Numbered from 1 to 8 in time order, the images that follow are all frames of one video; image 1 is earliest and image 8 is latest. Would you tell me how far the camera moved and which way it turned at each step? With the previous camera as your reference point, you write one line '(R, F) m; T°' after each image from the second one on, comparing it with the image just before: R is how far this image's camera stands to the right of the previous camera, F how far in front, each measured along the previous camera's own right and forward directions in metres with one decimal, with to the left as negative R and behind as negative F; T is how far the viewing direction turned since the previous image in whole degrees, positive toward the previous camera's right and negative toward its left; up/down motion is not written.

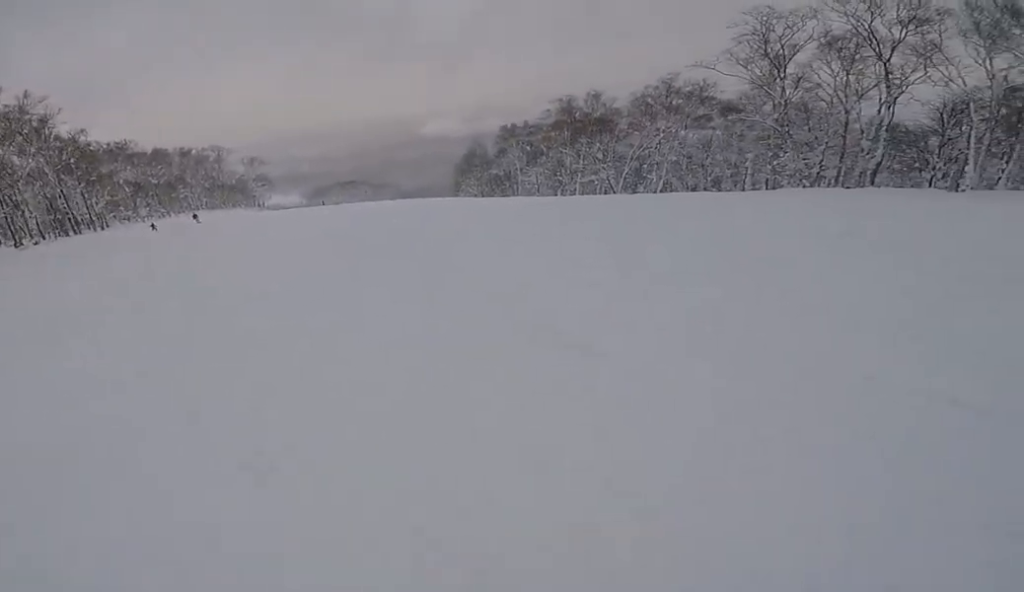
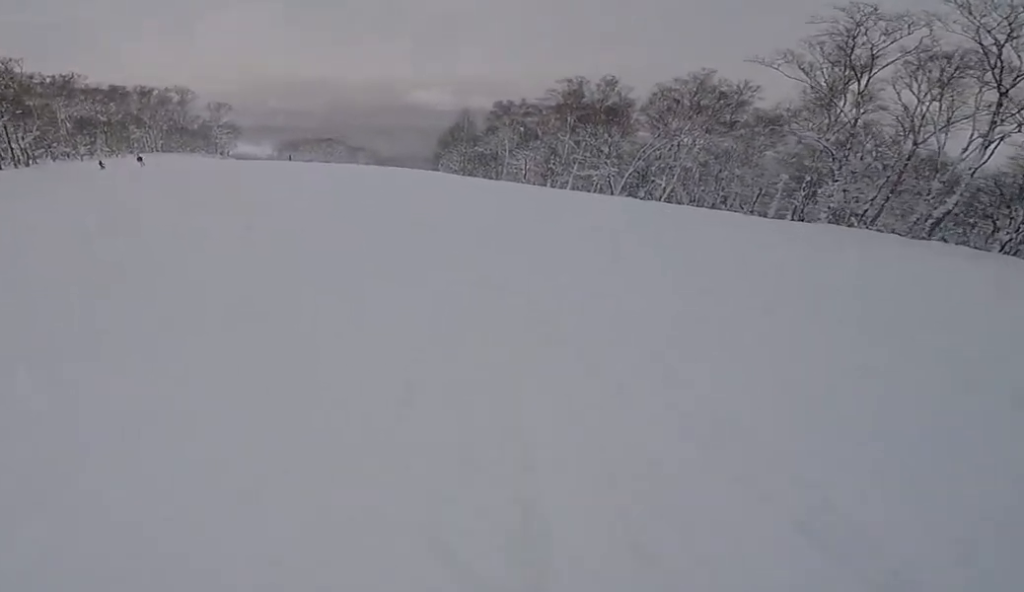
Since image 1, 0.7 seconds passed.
(+0.3, +6.2) m; +4°
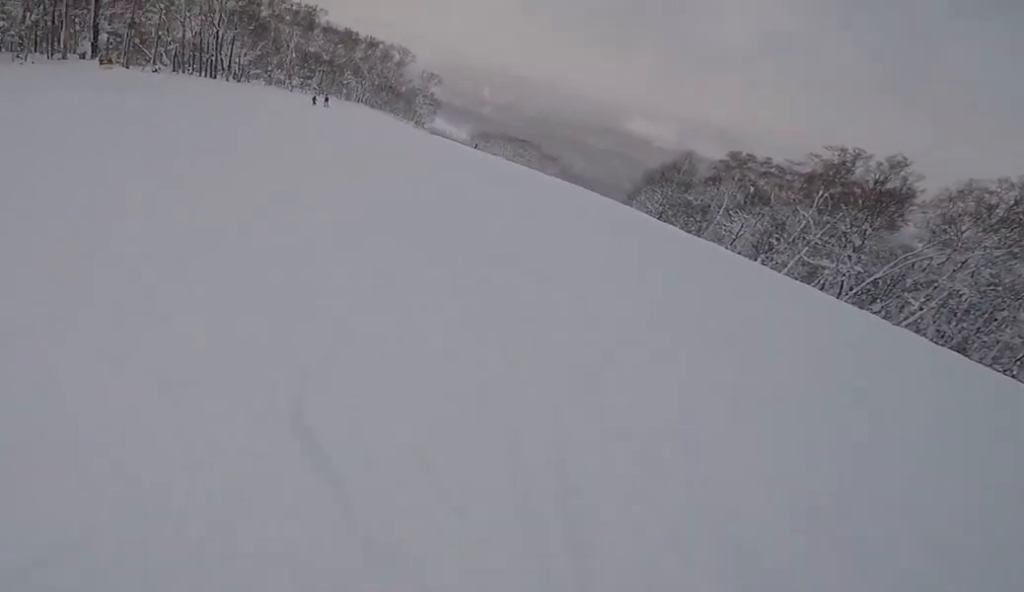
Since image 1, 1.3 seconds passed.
(+0.2, +5.3) m; -12°
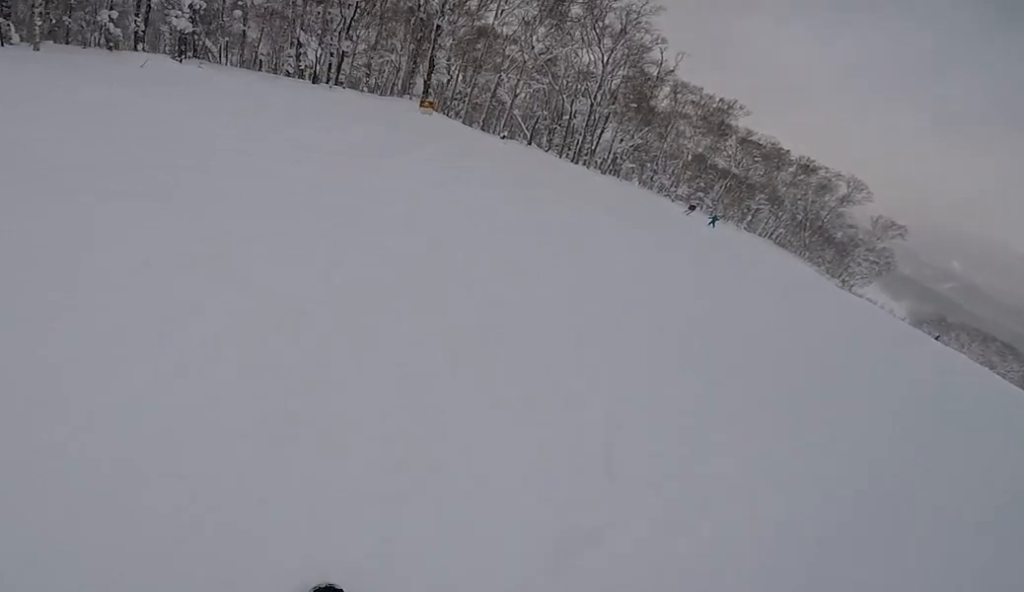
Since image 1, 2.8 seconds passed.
(-3.5, +10.4) m; -31°
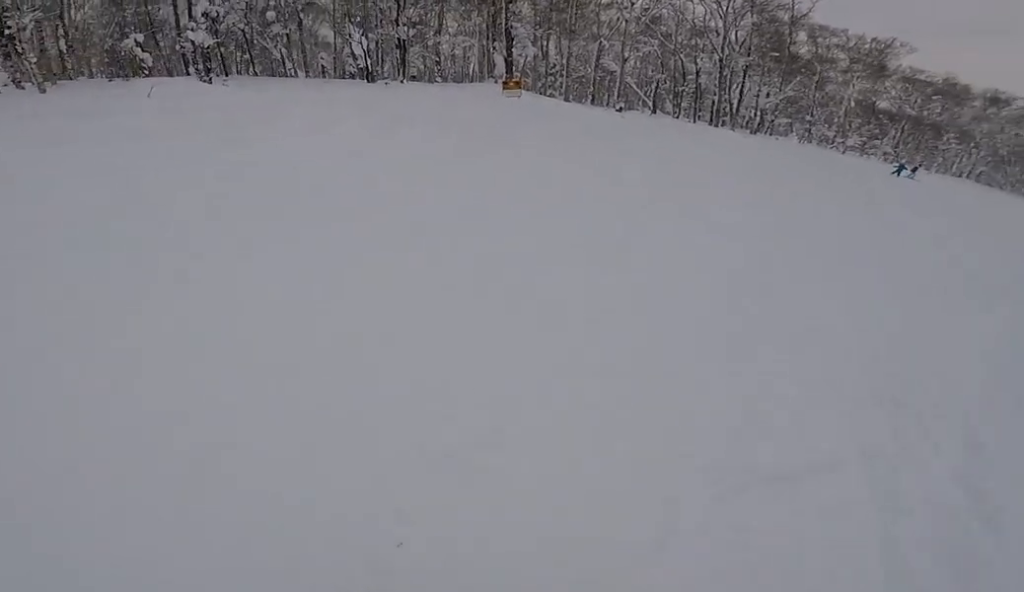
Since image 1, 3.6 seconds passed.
(-0.3, +6.0) m; +3°
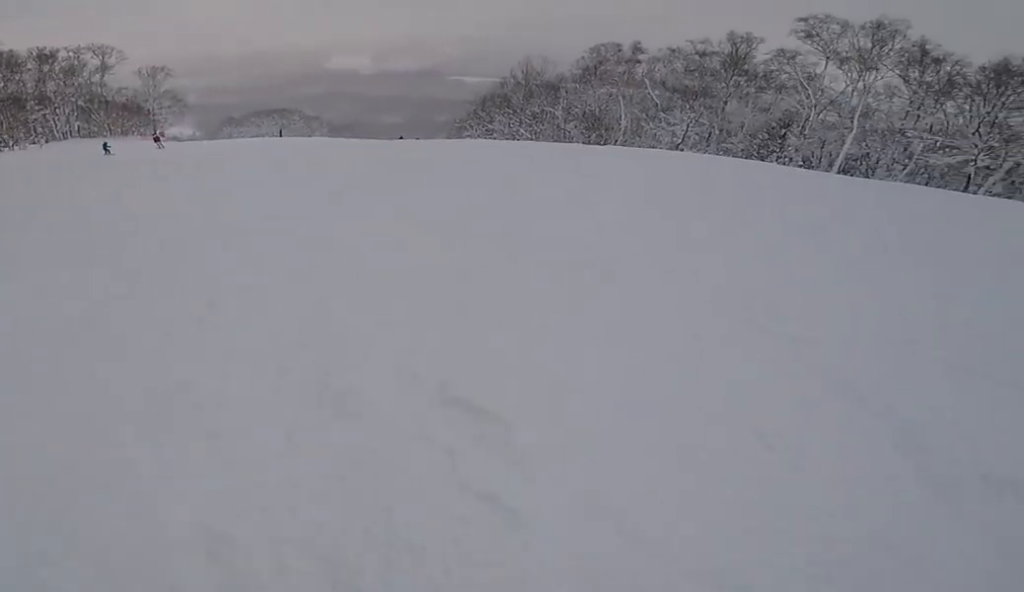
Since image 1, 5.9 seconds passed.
(+4.5, +11.3) m; +50°
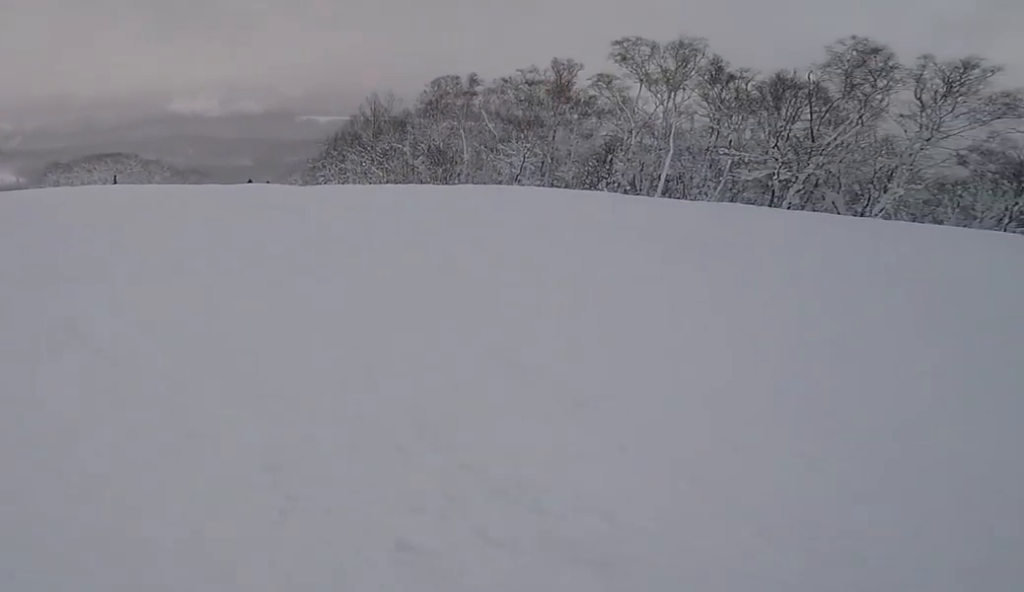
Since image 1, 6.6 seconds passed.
(+0.7, +3.1) m; +9°
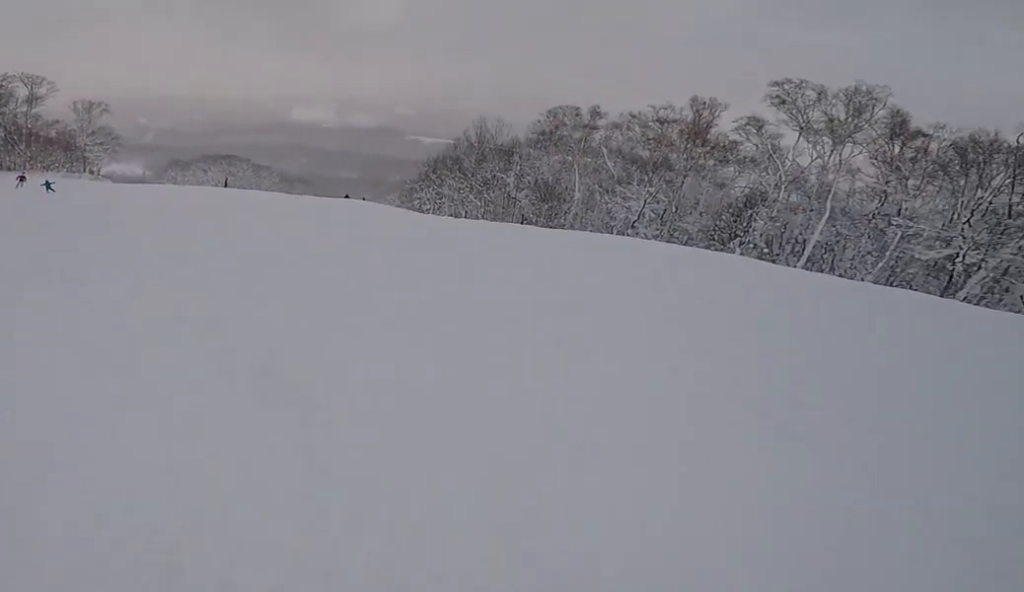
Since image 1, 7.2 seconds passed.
(0.0, +2.6) m; -7°
